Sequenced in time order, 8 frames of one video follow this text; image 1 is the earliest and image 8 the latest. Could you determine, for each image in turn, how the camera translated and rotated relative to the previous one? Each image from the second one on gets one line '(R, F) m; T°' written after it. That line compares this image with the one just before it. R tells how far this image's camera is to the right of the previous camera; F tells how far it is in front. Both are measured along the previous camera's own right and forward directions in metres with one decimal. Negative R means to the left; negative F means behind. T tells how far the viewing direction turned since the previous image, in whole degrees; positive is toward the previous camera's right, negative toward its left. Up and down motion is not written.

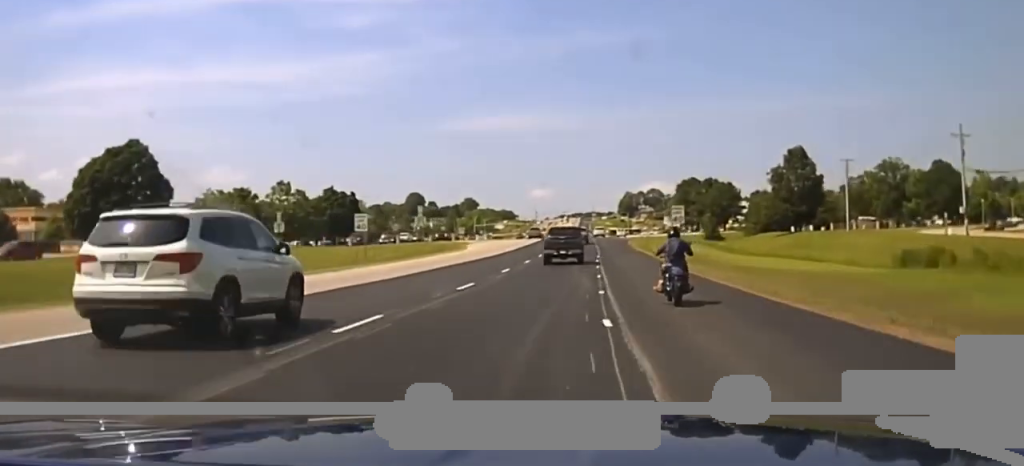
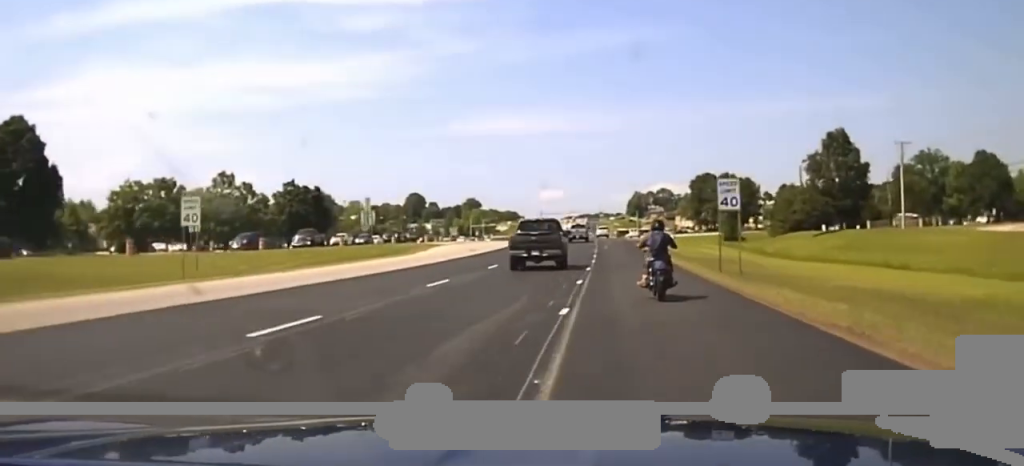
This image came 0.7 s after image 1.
(0.0, +21.4) m; 0°
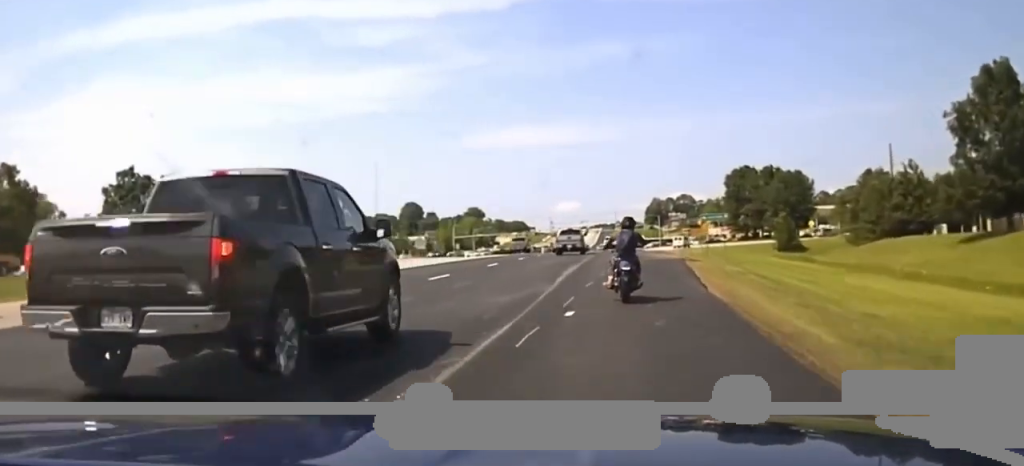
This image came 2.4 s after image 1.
(-0.7, +52.3) m; -2°
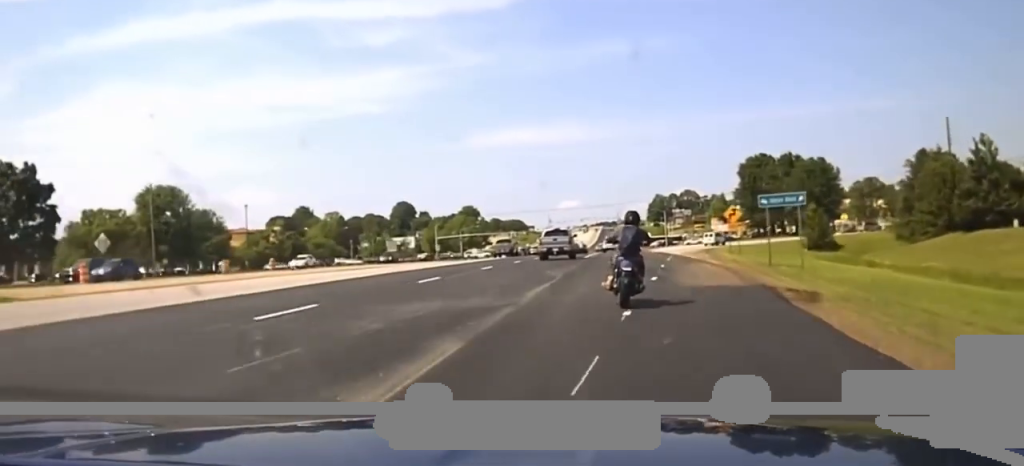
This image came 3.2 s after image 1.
(-0.2, +25.3) m; 0°
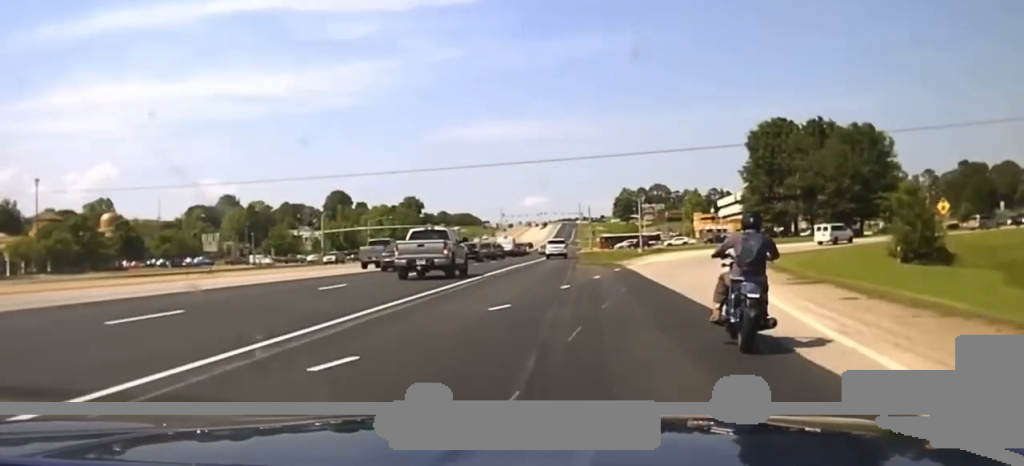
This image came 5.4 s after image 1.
(+1.6, +66.2) m; +3°
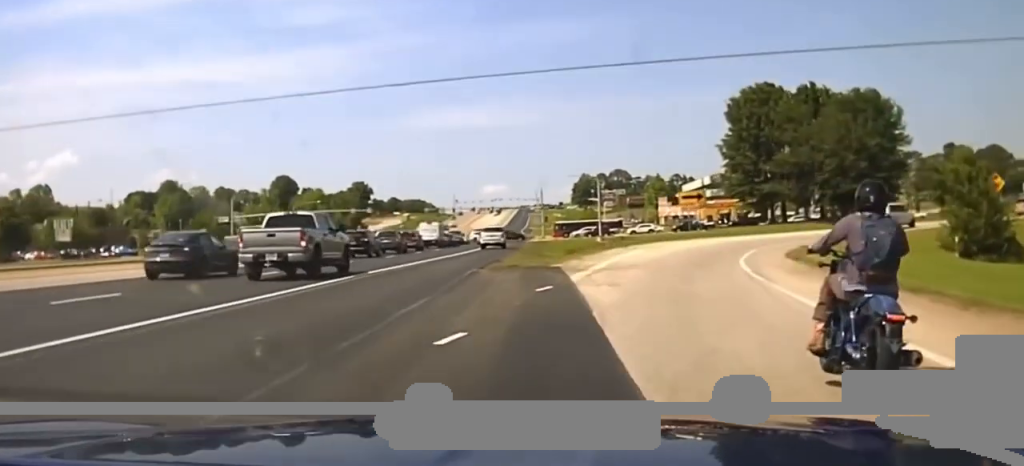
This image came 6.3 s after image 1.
(+0.2, +24.6) m; +1°
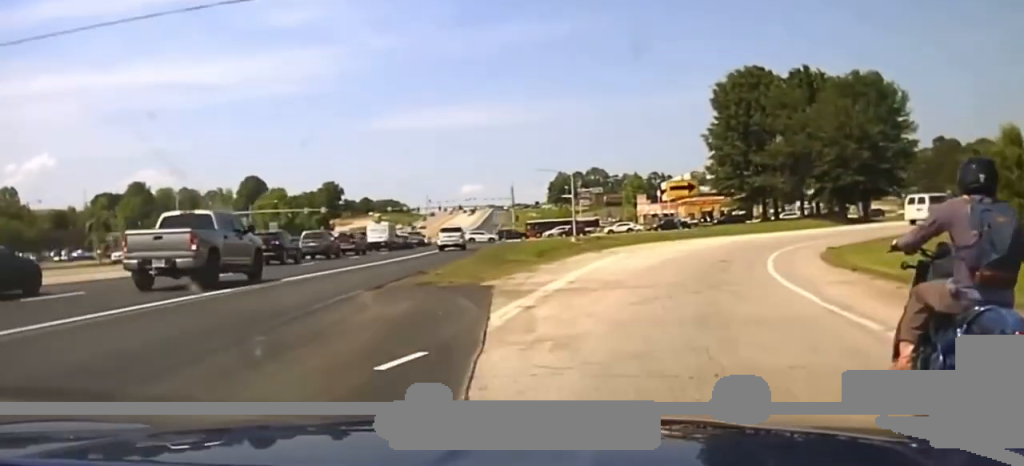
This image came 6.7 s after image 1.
(+0.2, +10.4) m; +2°
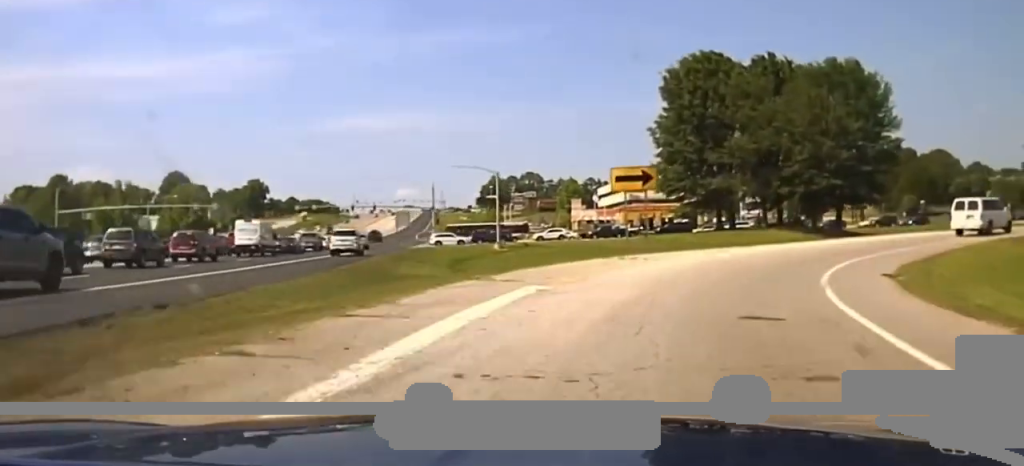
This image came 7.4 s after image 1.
(0.0, +15.1) m; +3°
